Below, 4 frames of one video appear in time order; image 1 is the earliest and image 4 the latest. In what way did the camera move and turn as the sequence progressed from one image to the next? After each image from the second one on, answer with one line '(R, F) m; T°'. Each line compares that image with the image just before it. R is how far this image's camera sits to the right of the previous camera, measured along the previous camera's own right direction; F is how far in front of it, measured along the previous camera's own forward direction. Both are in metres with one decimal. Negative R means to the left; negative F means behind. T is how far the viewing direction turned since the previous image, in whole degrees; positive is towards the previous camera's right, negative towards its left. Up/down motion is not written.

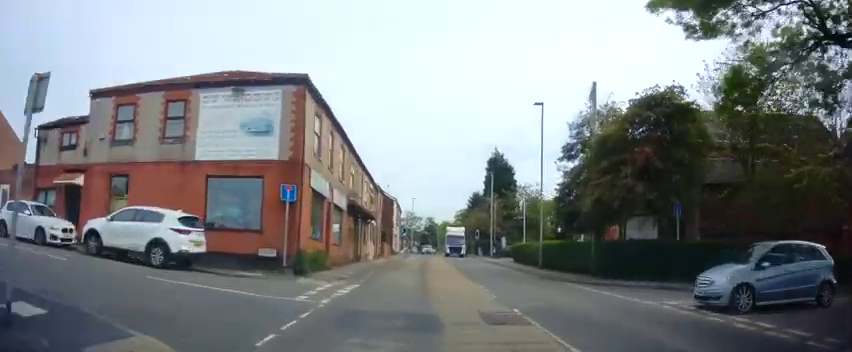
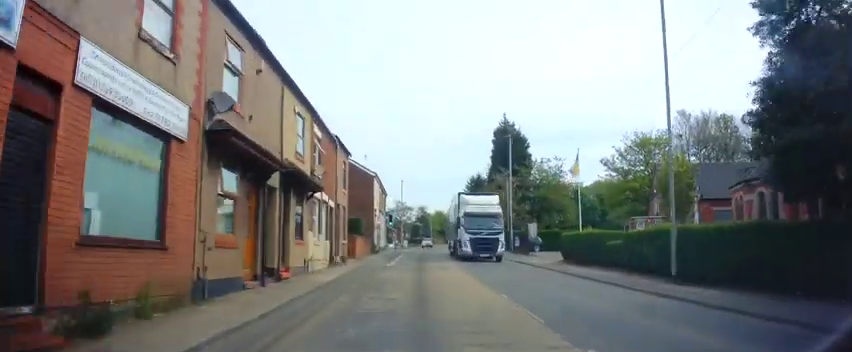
(+0.2, +16.2) m; +3°
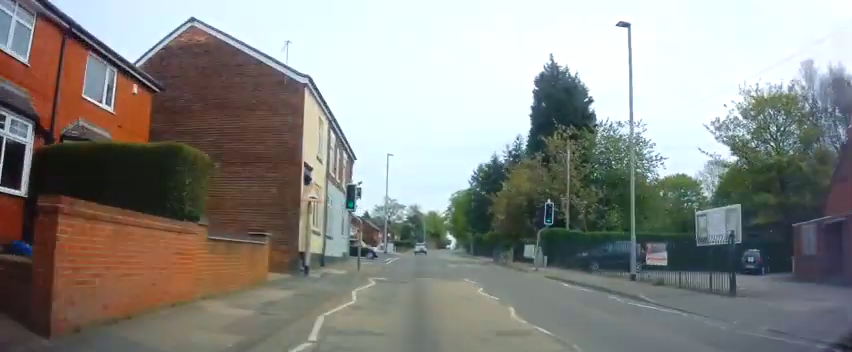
(+0.3, +24.1) m; 0°
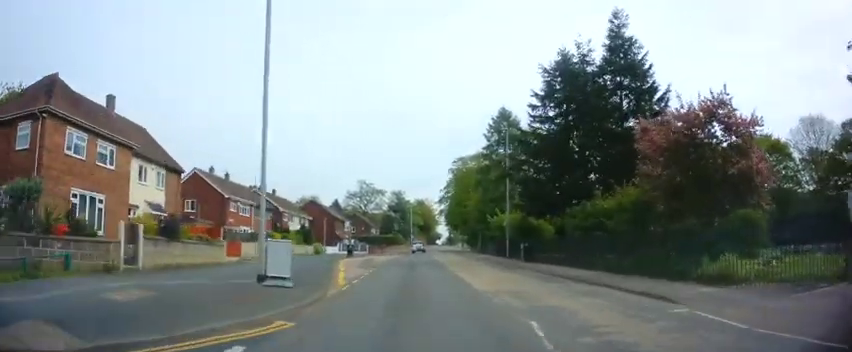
(+0.5, +35.8) m; +1°
